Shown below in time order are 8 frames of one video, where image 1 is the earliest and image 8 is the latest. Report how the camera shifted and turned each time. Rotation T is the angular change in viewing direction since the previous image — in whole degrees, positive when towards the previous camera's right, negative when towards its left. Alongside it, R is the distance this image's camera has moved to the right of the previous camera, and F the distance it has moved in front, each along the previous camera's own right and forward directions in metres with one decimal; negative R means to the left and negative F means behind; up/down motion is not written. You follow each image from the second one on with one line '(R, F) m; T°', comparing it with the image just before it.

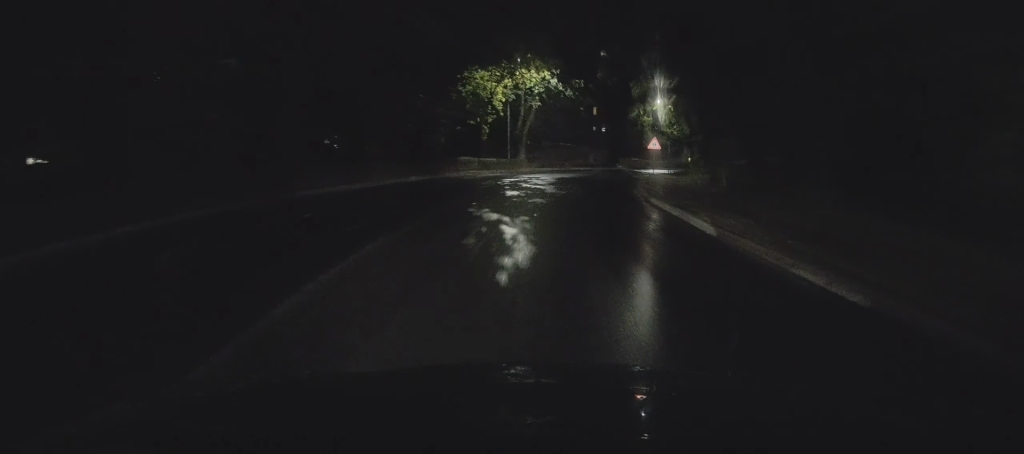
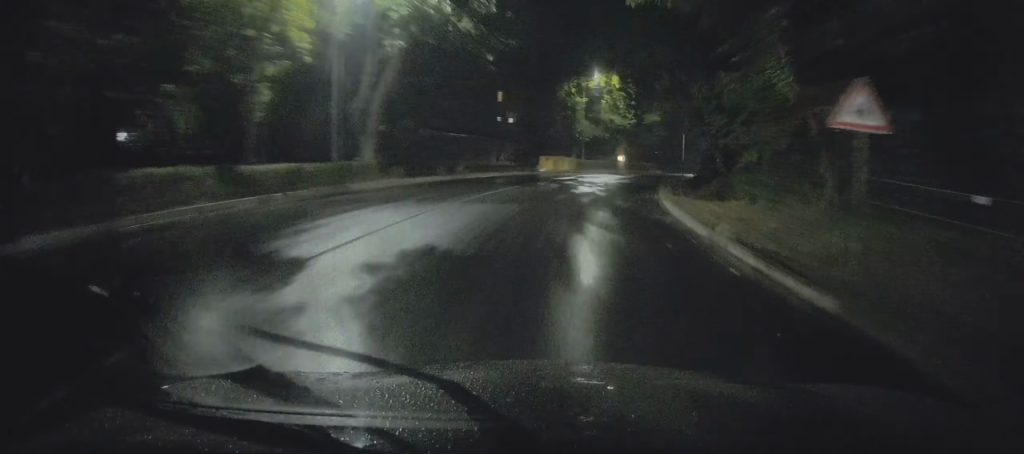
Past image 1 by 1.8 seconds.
(+1.4, +27.0) m; +7°
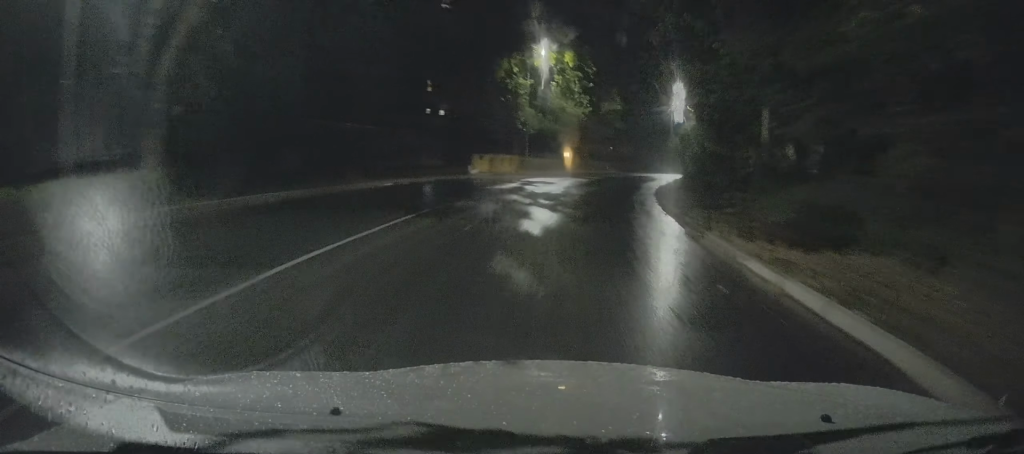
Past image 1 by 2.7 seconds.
(+0.7, +11.8) m; +4°
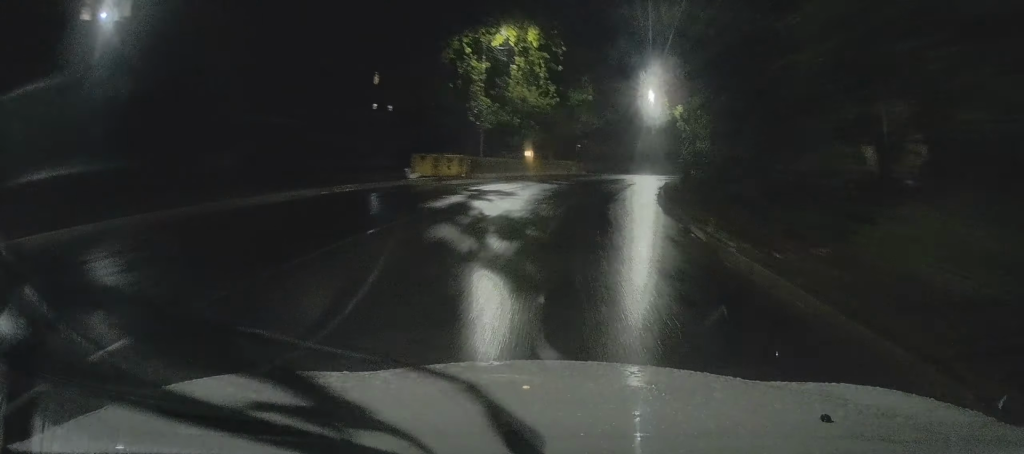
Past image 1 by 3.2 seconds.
(+0.2, +8.1) m; +3°
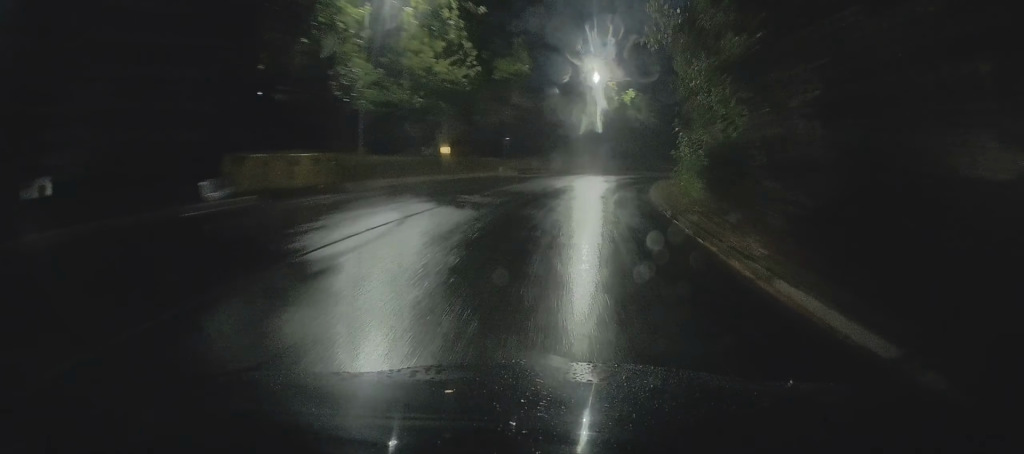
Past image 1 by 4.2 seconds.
(+0.5, +13.9) m; +6°
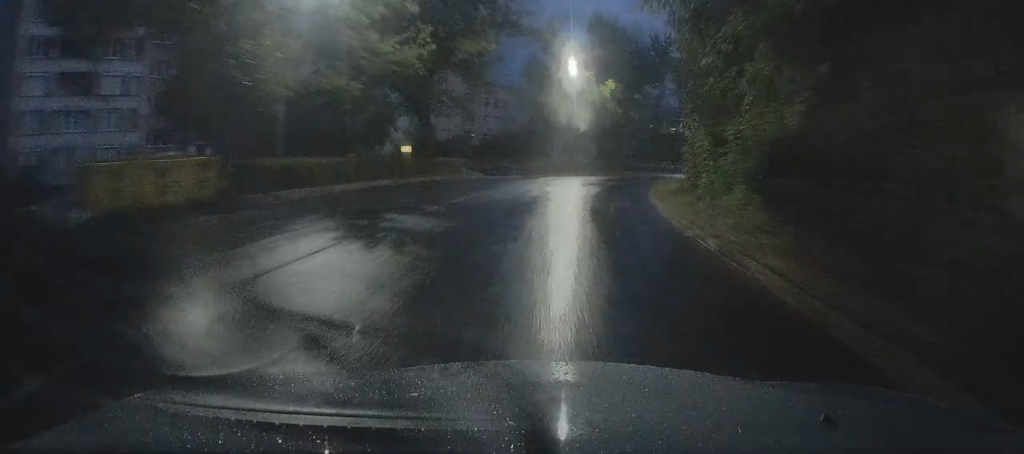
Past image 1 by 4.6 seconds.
(+0.2, +5.8) m; +3°
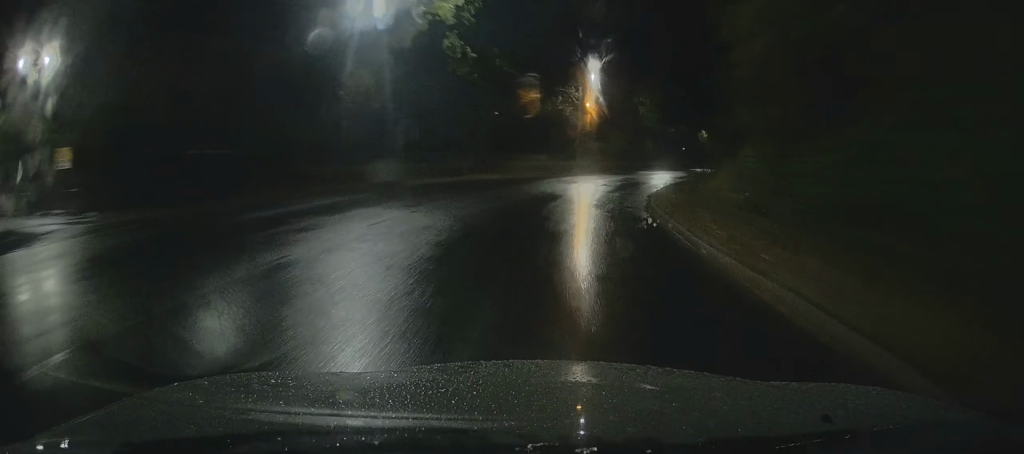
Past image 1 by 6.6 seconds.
(+4.4, +29.2) m; +16°
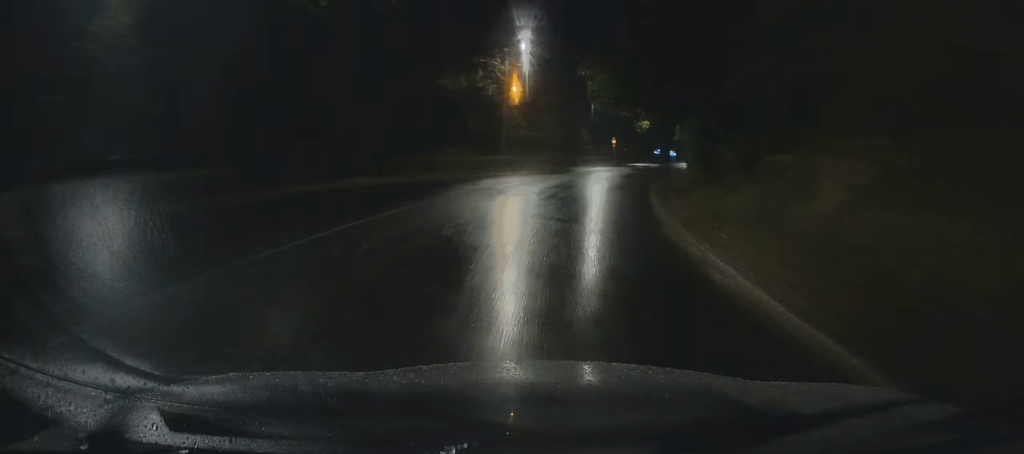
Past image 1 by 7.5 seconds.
(+0.7, +13.2) m; +6°
